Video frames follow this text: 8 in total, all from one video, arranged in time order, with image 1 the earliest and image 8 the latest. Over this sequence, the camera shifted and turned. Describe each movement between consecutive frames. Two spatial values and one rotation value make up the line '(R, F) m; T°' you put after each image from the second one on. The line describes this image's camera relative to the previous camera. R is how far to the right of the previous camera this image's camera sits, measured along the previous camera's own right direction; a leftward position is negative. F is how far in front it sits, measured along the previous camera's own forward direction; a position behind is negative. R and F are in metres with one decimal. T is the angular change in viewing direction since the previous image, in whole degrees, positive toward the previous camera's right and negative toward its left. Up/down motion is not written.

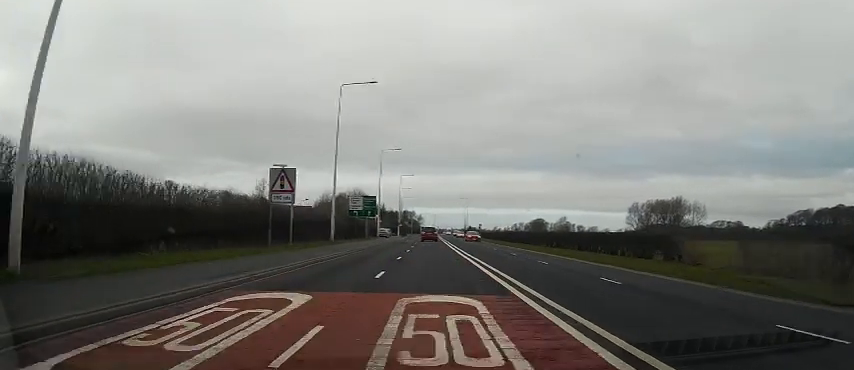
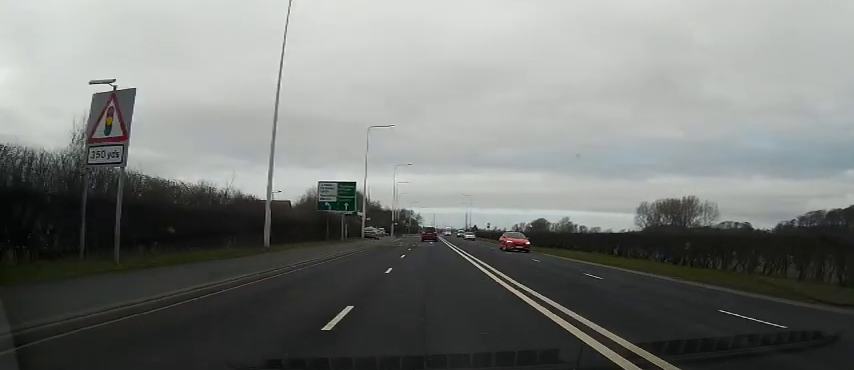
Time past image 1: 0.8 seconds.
(0.0, +16.1) m; 0°
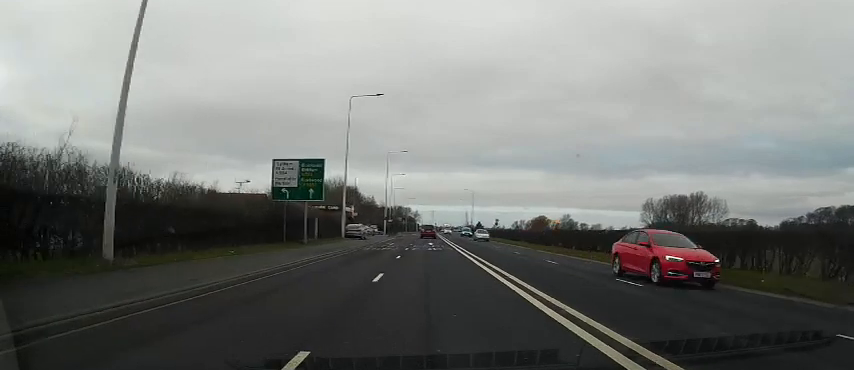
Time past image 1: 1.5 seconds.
(0.0, +12.1) m; 0°
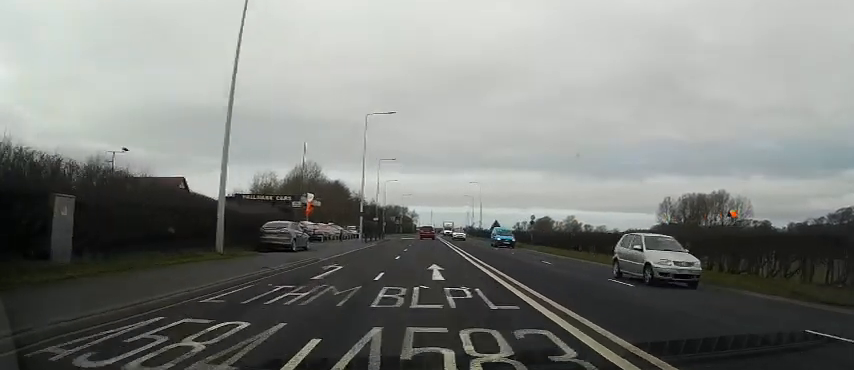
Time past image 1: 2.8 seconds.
(0.0, +25.9) m; -1°
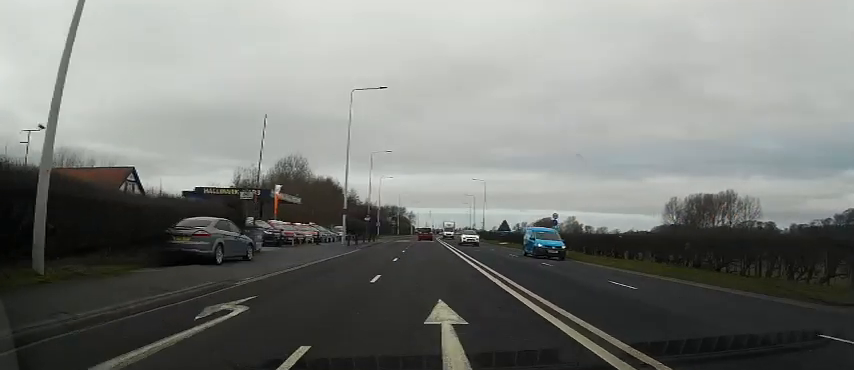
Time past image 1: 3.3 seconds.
(+0.1, +9.0) m; -1°
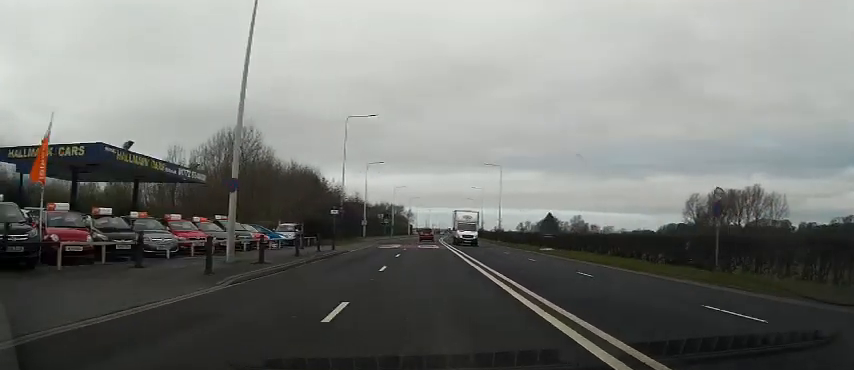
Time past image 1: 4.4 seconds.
(-0.3, +23.4) m; 0°
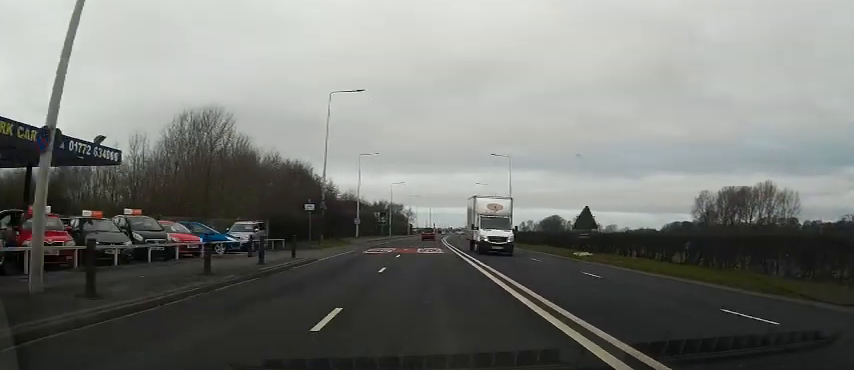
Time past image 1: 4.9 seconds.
(+0.2, +9.3) m; +1°
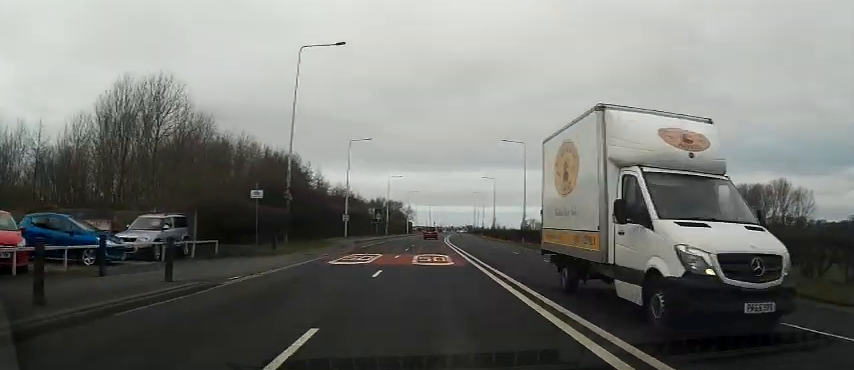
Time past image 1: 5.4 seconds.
(+0.1, +11.0) m; 0°
